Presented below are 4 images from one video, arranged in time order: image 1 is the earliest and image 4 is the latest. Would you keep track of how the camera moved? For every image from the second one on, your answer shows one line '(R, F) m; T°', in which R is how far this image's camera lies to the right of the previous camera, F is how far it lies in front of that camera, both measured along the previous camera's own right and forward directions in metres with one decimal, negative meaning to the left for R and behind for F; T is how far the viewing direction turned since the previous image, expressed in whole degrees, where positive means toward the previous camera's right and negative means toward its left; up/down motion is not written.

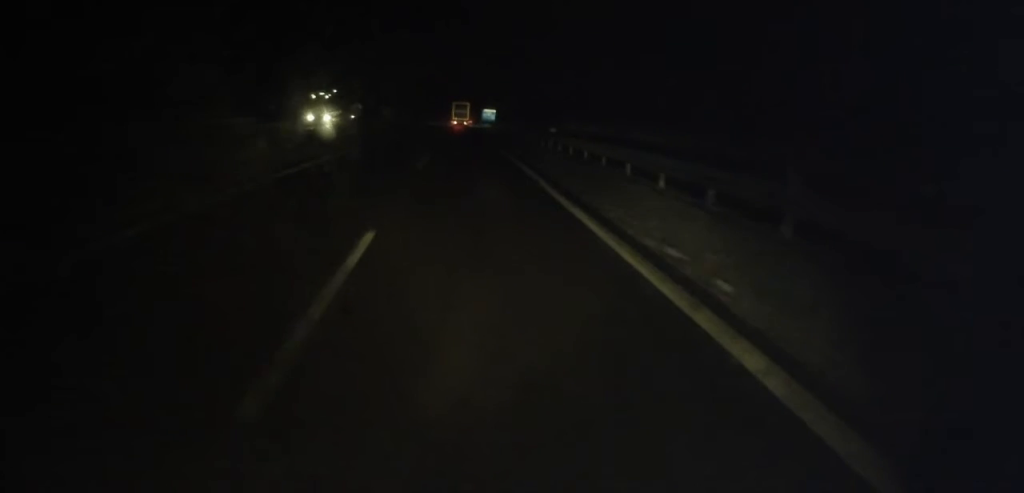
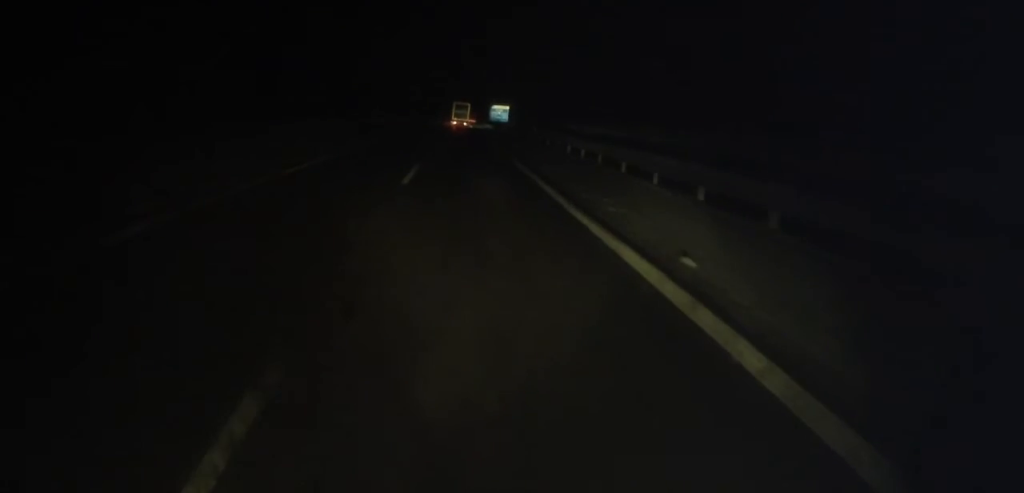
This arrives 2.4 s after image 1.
(+0.1, +58.7) m; -1°
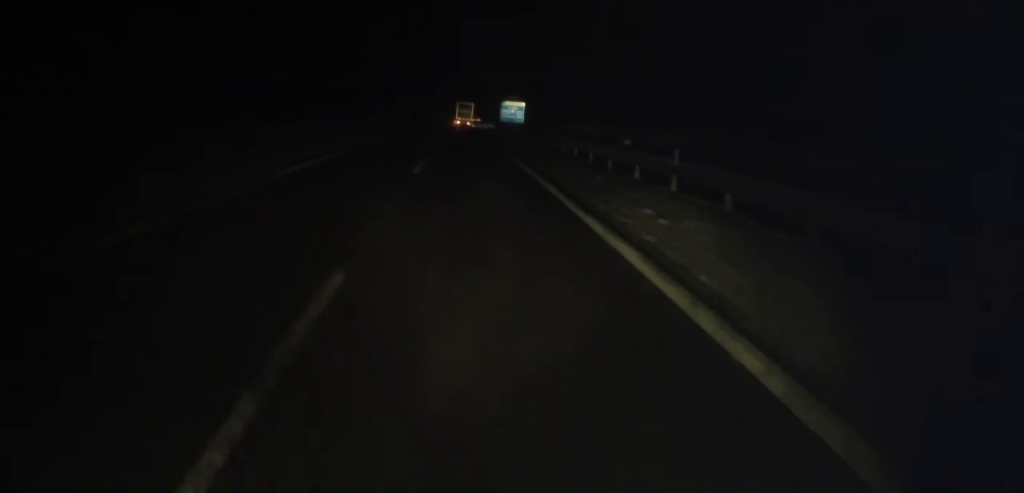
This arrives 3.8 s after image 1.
(-0.2, +33.6) m; 0°
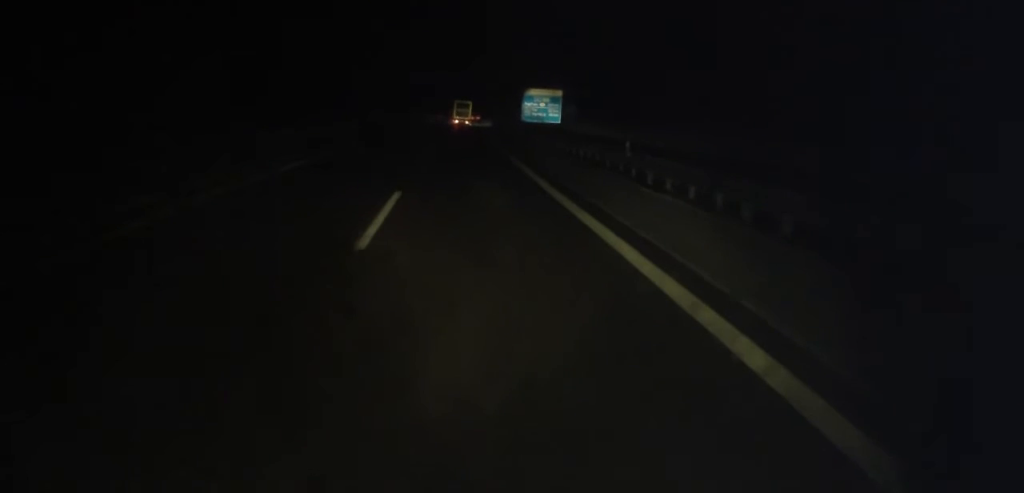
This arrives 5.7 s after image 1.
(+0.7, +47.0) m; +1°
